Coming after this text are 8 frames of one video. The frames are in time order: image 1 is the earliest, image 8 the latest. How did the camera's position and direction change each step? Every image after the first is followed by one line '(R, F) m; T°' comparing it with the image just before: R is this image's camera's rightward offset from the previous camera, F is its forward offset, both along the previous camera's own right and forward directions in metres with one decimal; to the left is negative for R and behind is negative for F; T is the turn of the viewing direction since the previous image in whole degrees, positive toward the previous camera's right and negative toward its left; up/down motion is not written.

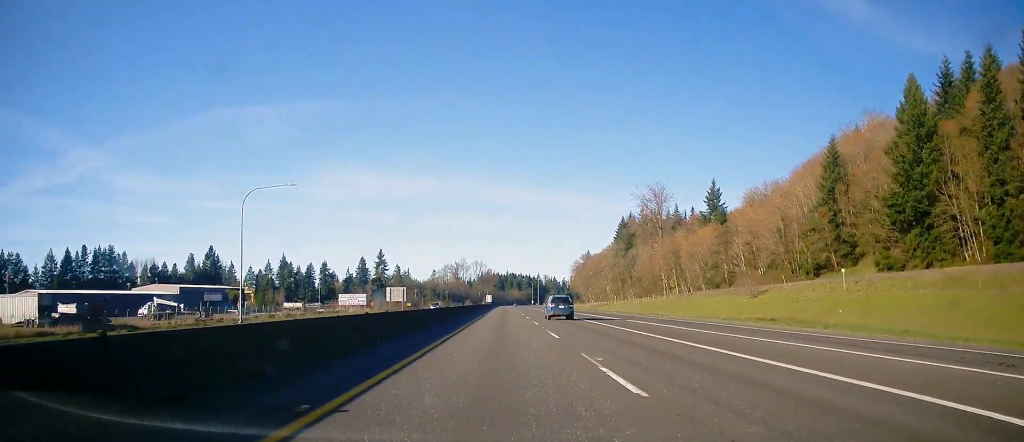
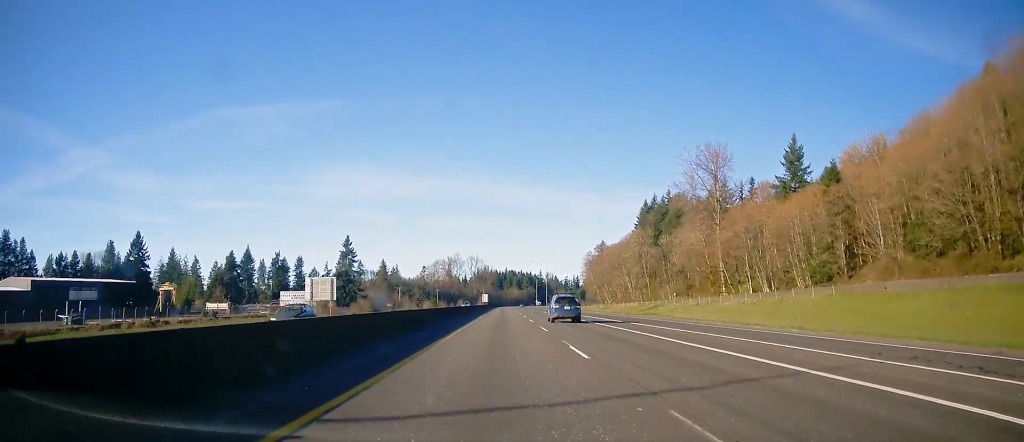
(+0.3, +55.9) m; 0°
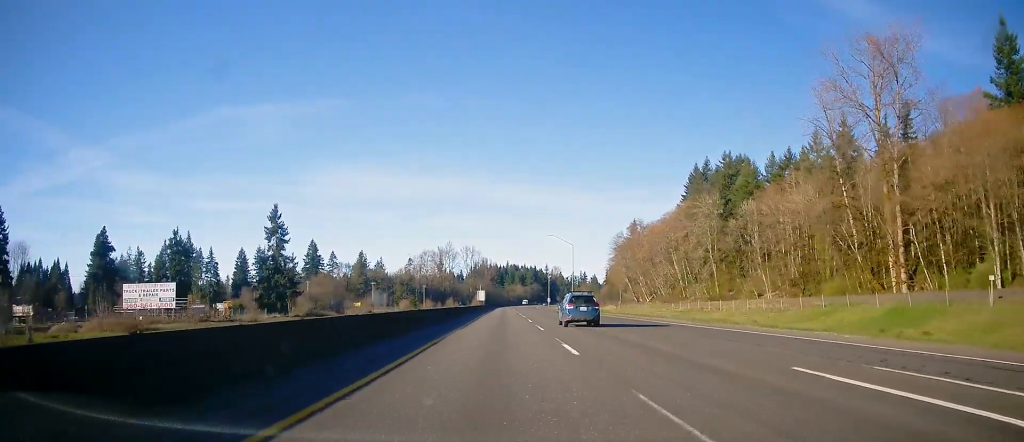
(-0.4, +72.0) m; -1°
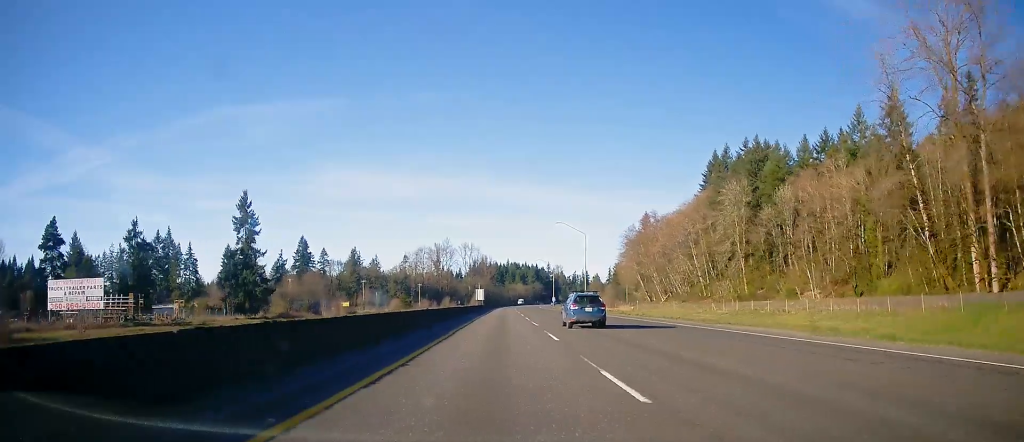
(-0.2, +18.8) m; 0°
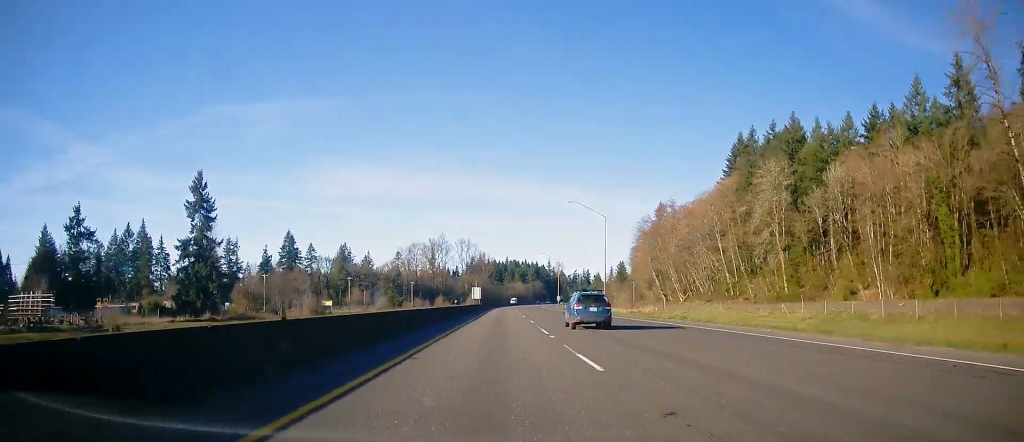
(+0.1, +21.2) m; 0°
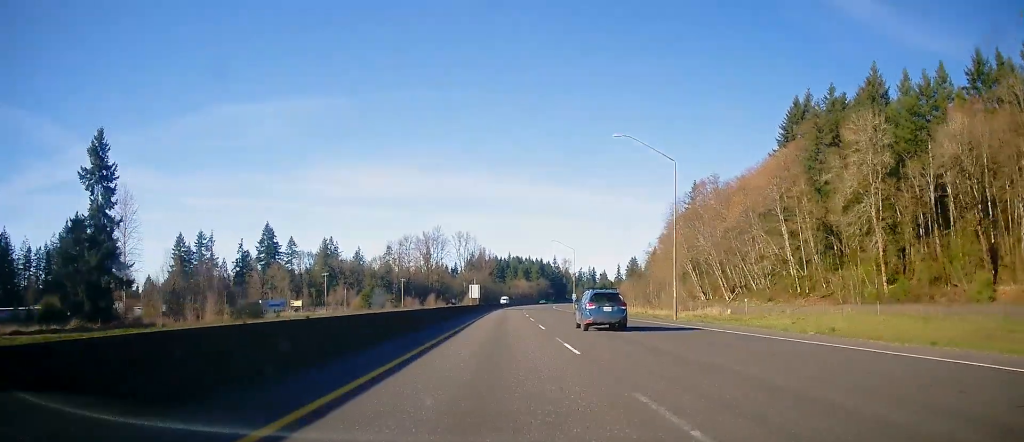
(+0.2, +33.4) m; 0°
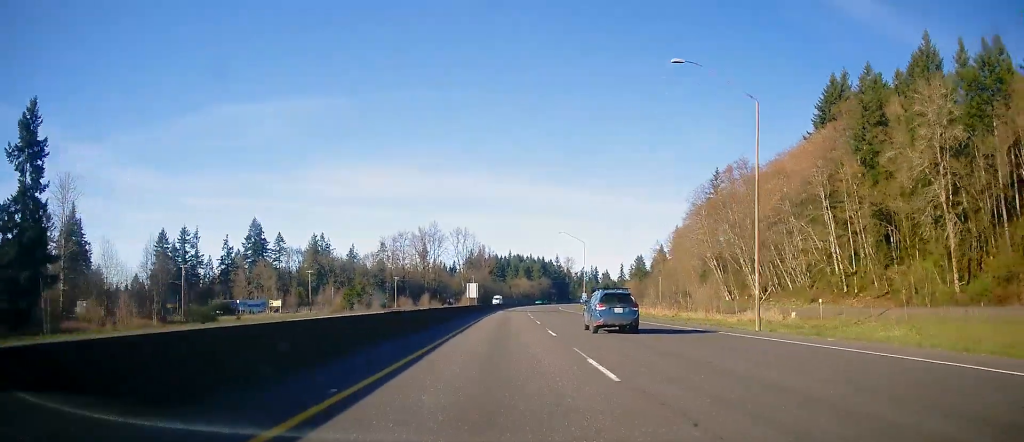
(0.0, +16.7) m; 0°
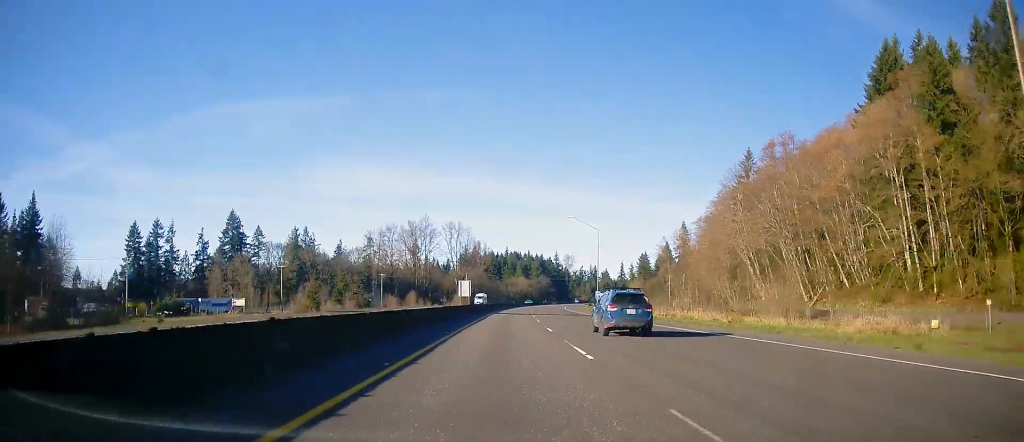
(-0.1, +21.2) m; 0°
